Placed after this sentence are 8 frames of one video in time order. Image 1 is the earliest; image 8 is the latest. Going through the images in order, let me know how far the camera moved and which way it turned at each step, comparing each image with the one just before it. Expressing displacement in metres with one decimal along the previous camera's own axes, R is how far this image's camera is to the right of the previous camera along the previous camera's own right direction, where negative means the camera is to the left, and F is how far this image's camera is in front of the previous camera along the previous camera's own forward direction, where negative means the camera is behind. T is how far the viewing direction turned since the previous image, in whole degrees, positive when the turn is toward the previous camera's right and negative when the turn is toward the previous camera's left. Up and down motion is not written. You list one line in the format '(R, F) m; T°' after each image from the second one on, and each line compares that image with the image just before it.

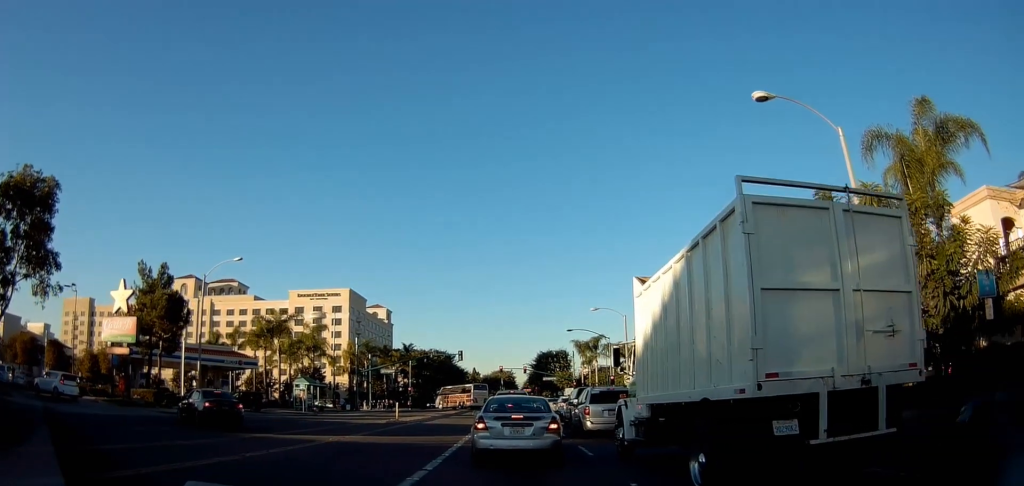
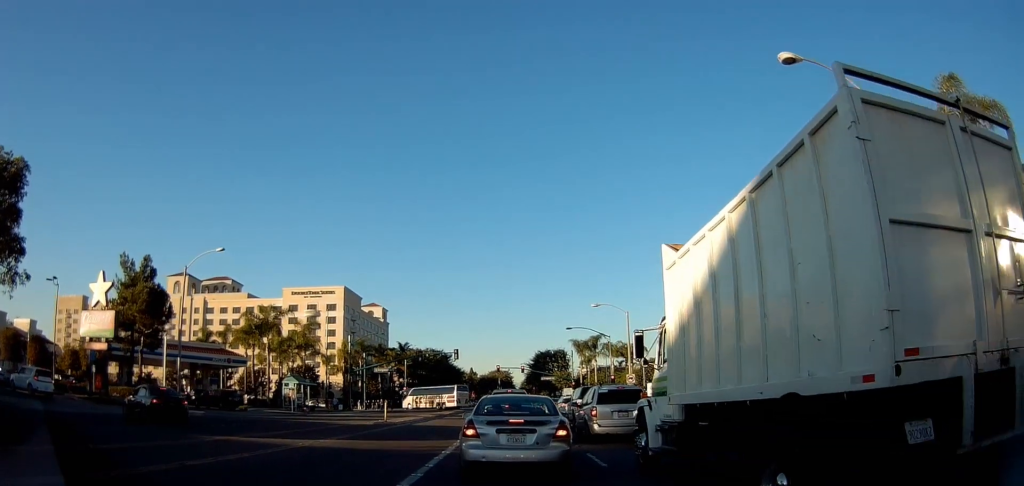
(0.0, +2.9) m; 0°
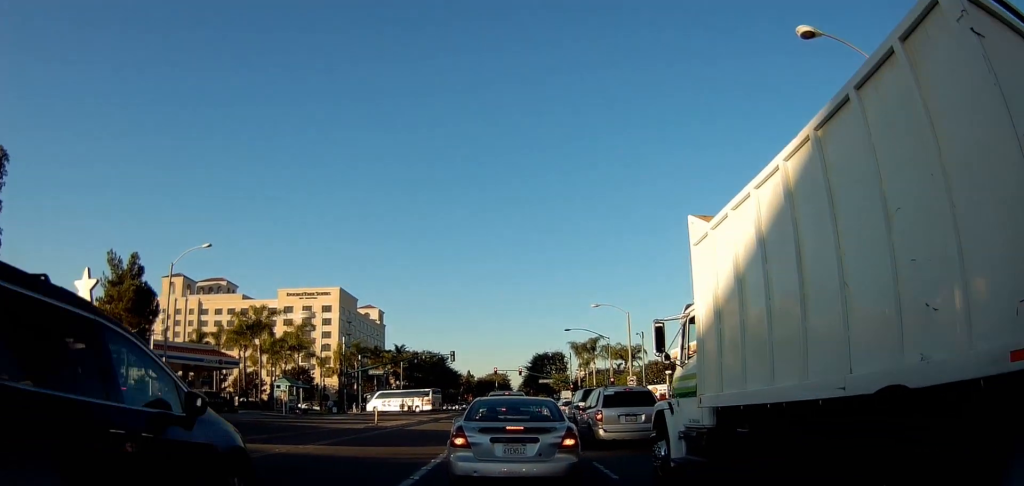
(0.0, +2.0) m; 0°
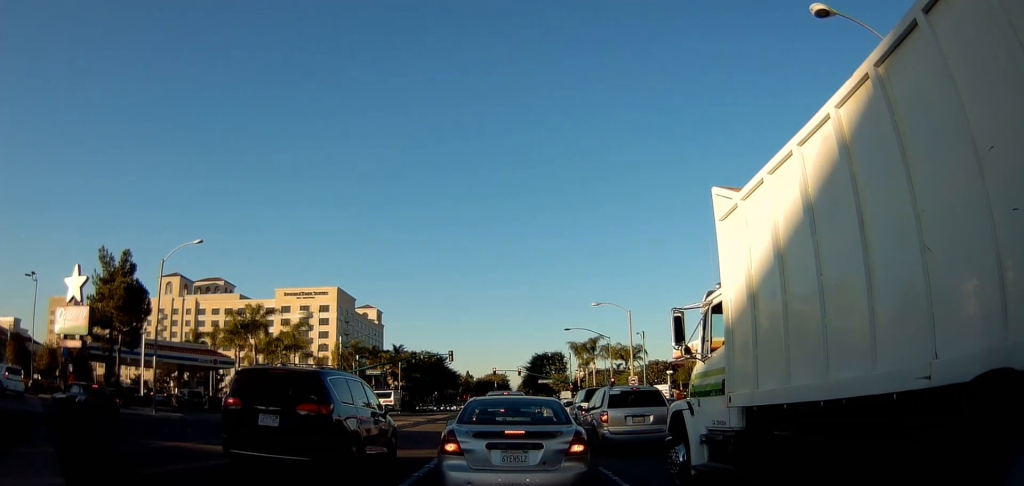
(0.0, +1.3) m; 0°
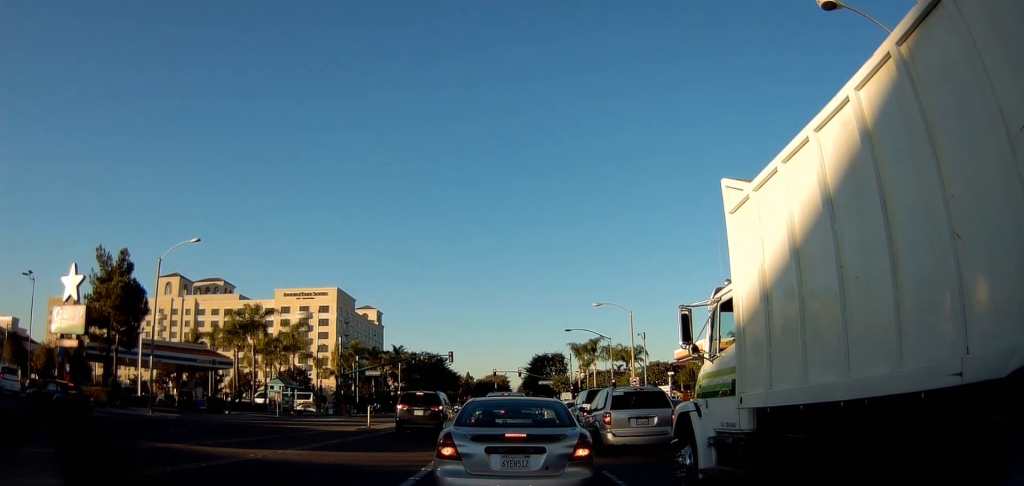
(0.0, +0.5) m; 0°
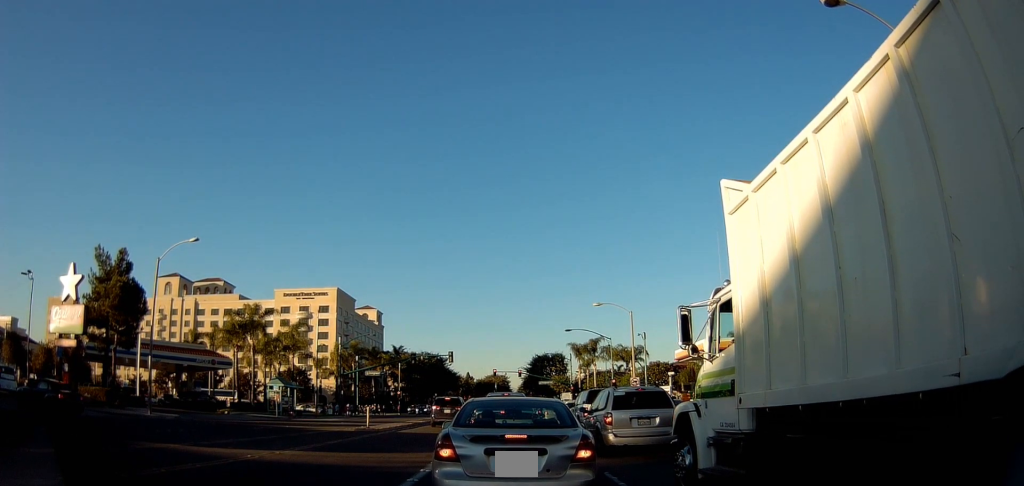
(0.0, 0.0) m; 0°
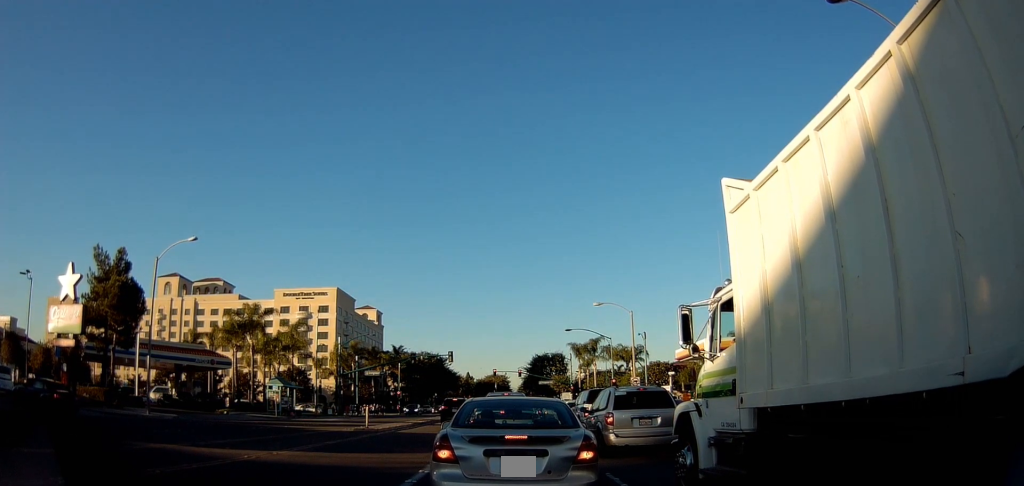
(0.0, 0.0) m; 0°
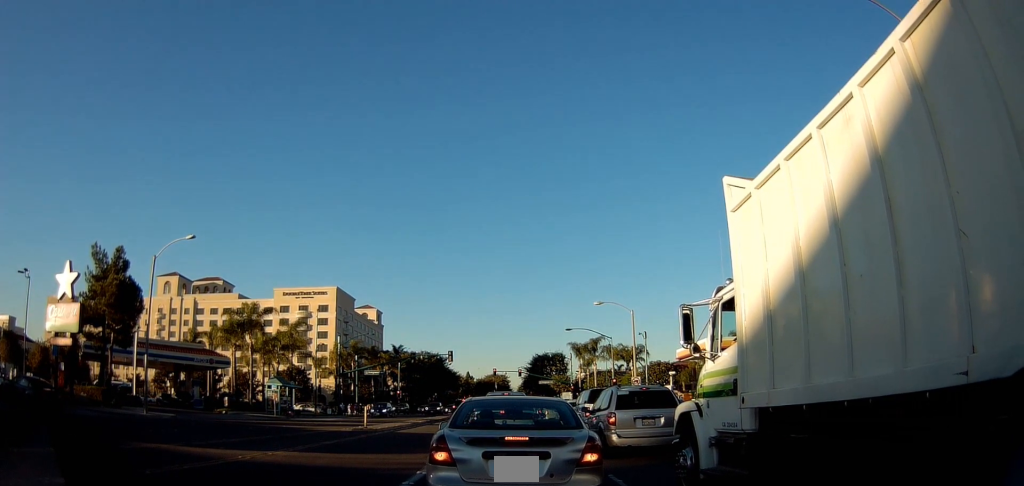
(0.0, 0.0) m; 0°
